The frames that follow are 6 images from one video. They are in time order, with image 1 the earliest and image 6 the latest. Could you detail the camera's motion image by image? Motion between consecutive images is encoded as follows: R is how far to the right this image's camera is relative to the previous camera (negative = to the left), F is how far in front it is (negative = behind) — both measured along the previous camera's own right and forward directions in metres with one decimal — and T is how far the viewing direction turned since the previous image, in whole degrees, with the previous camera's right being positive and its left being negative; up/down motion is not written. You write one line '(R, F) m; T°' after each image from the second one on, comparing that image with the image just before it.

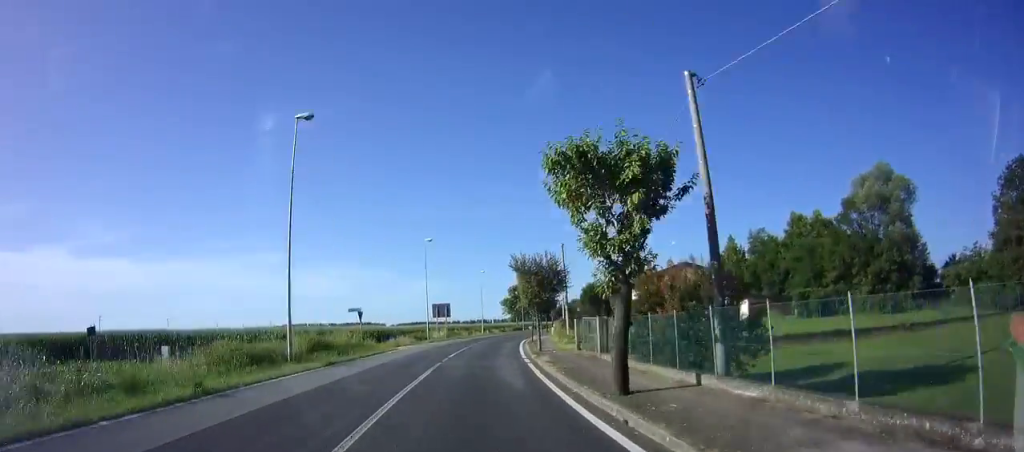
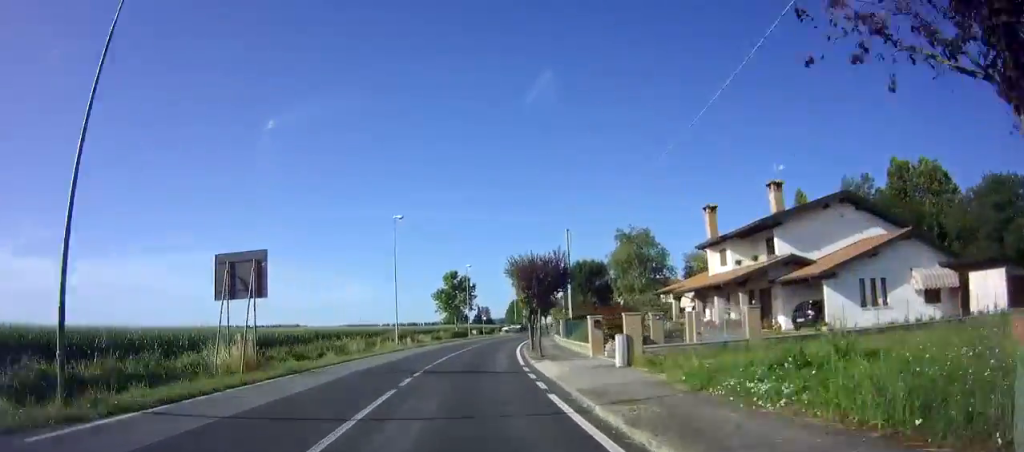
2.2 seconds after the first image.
(+2.5, +39.3) m; +7°
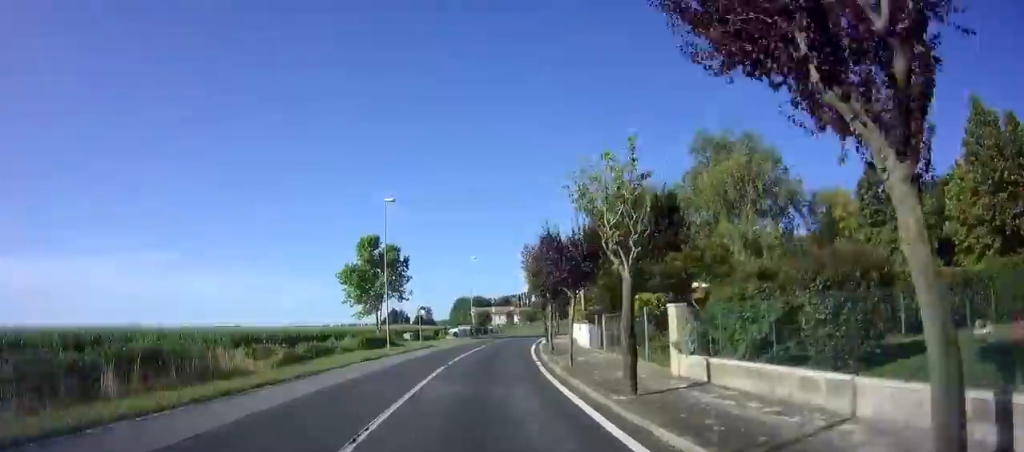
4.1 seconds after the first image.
(+2.1, +34.7) m; +7°
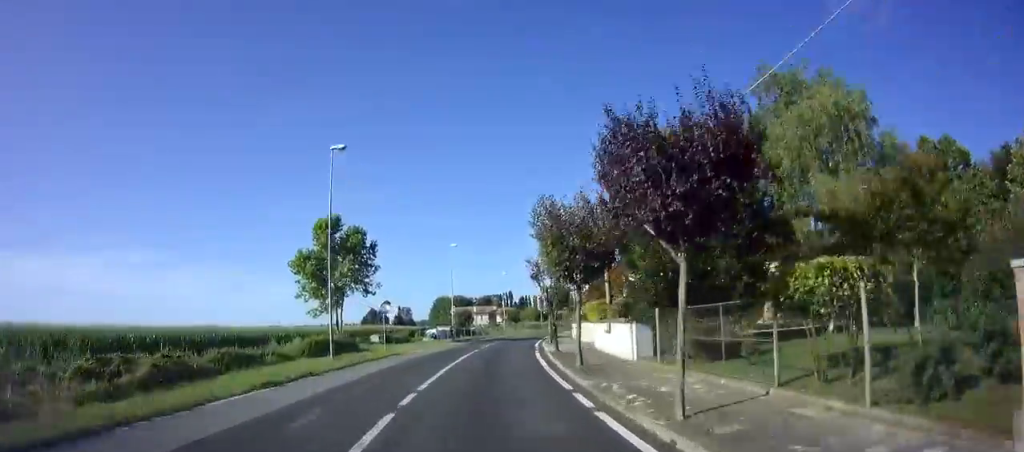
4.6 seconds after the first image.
(+0.3, +9.6) m; +2°
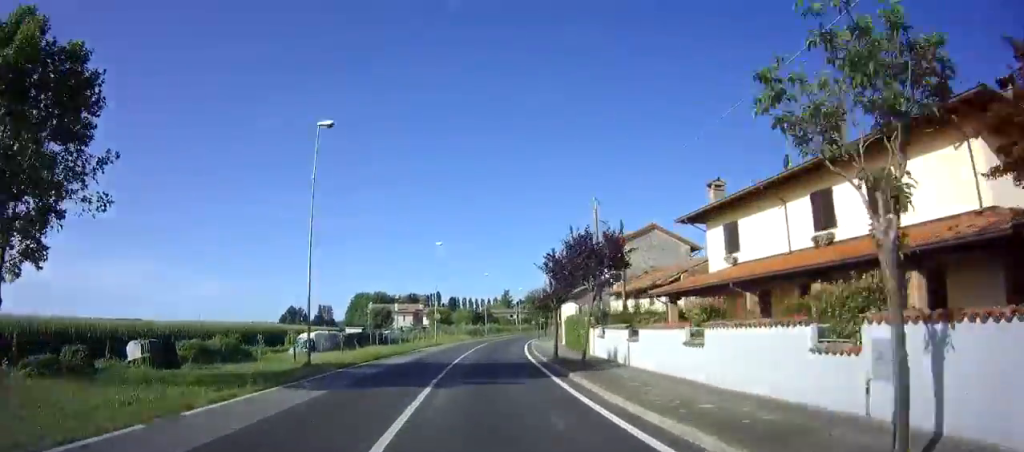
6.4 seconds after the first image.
(+2.0, +31.9) m; +7°
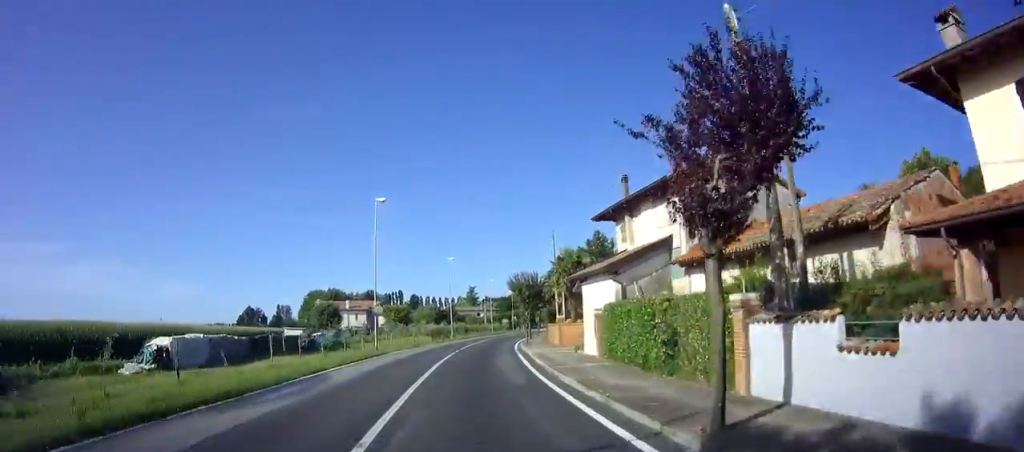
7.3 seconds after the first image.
(+0.5, +17.0) m; +4°
